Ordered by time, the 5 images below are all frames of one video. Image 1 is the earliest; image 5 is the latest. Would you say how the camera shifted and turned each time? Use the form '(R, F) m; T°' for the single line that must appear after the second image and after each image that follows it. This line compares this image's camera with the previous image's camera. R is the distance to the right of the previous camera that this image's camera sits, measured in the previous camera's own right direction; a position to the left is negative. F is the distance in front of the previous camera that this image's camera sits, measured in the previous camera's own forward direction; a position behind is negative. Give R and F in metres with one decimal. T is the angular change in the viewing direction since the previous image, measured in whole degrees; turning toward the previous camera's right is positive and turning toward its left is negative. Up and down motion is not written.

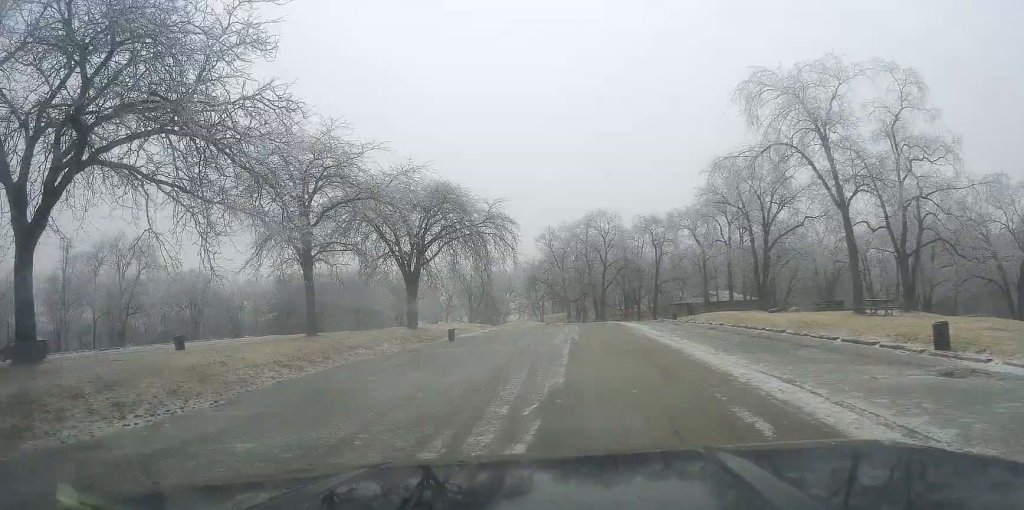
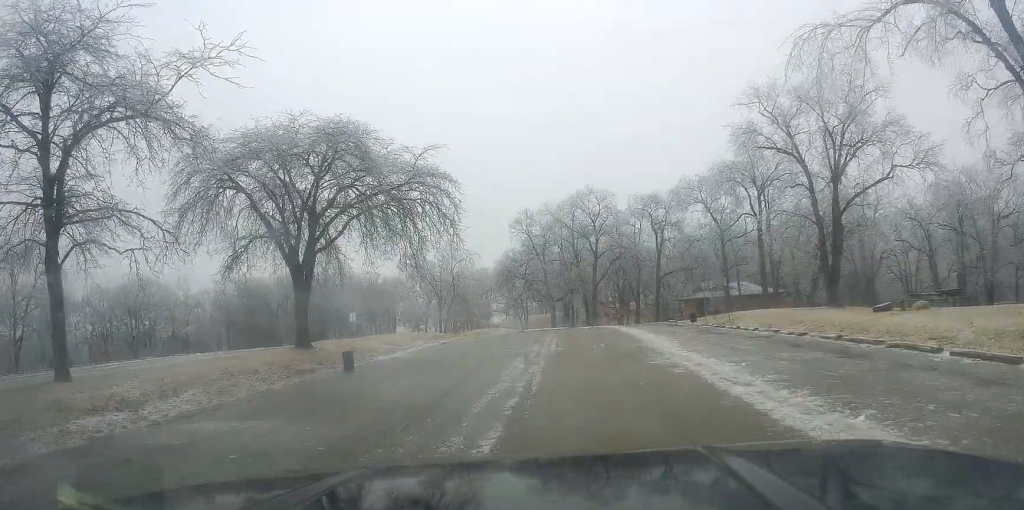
(+1.2, +18.1) m; +2°
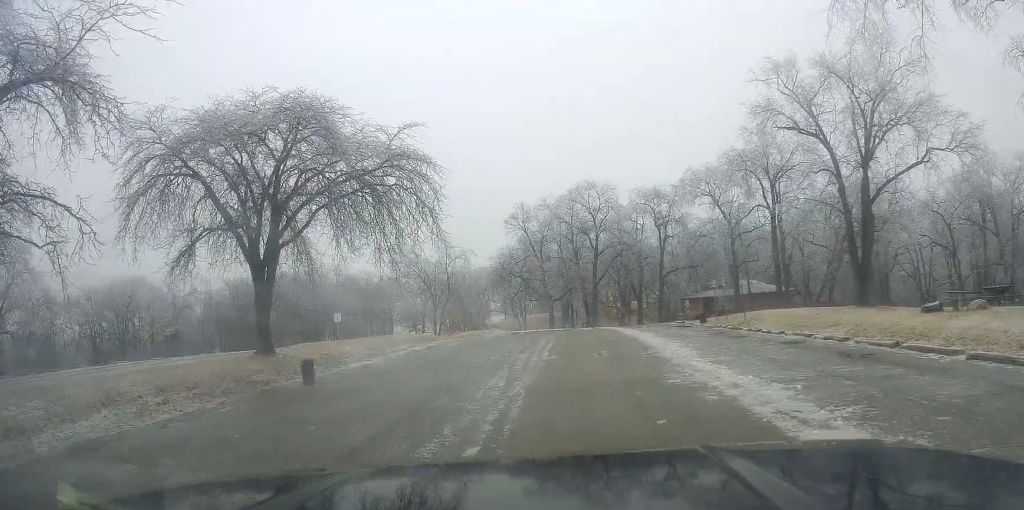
(+0.5, +4.0) m; +2°
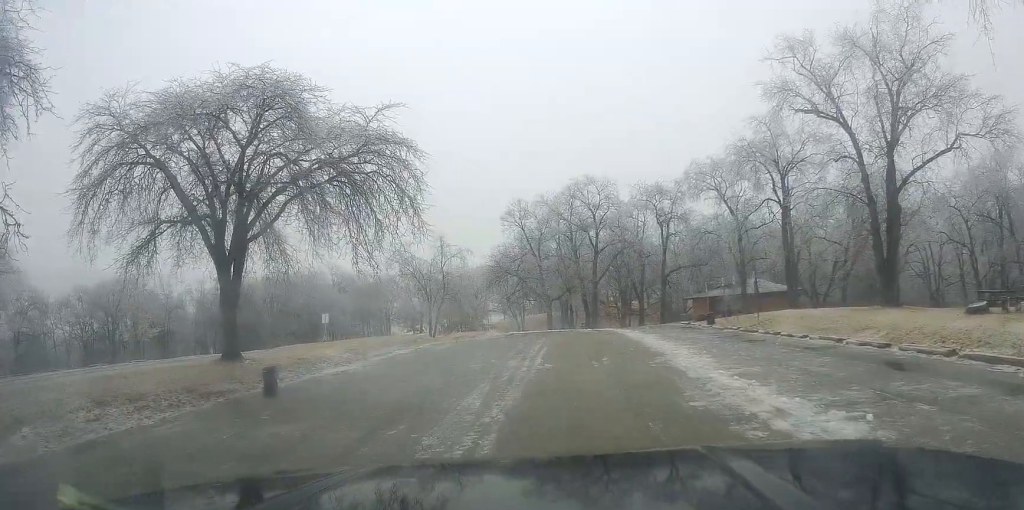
(0.0, +2.8) m; +1°
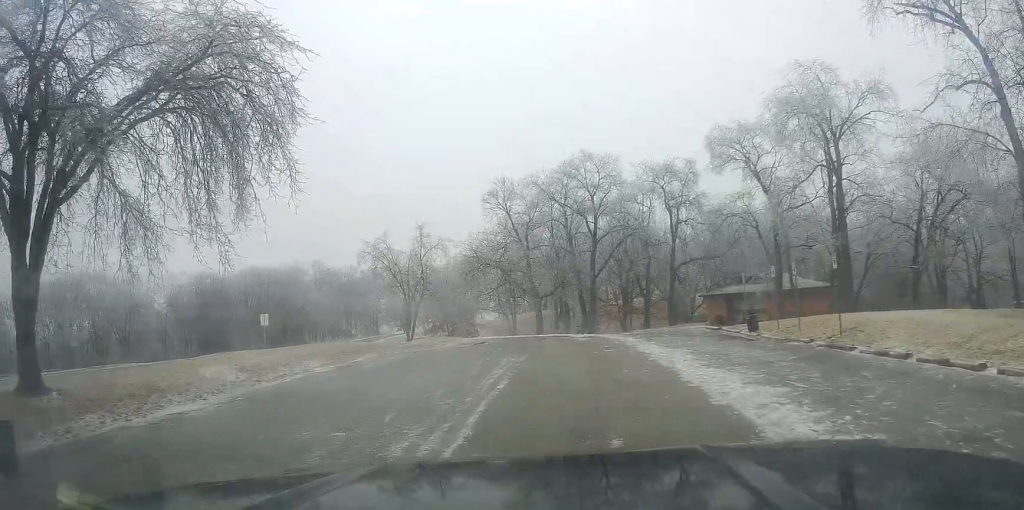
(+0.2, +10.9) m; +1°
